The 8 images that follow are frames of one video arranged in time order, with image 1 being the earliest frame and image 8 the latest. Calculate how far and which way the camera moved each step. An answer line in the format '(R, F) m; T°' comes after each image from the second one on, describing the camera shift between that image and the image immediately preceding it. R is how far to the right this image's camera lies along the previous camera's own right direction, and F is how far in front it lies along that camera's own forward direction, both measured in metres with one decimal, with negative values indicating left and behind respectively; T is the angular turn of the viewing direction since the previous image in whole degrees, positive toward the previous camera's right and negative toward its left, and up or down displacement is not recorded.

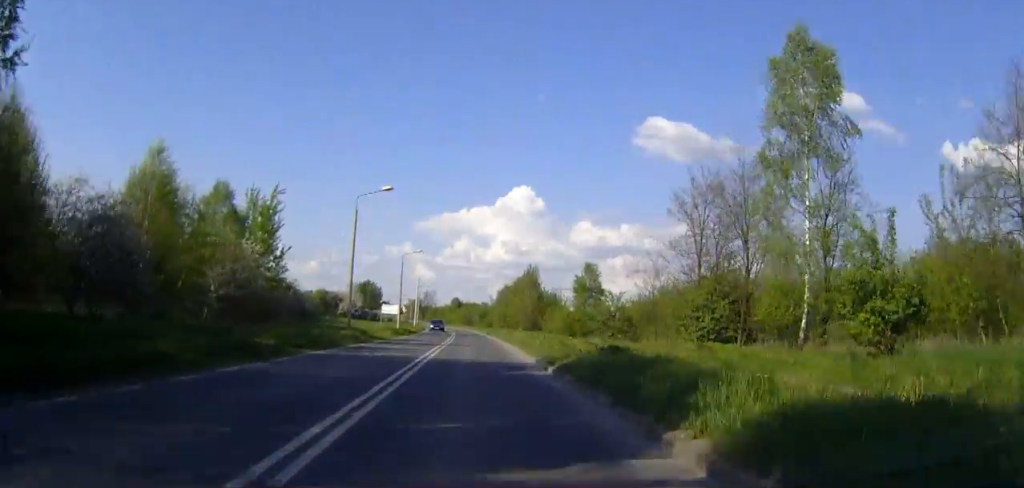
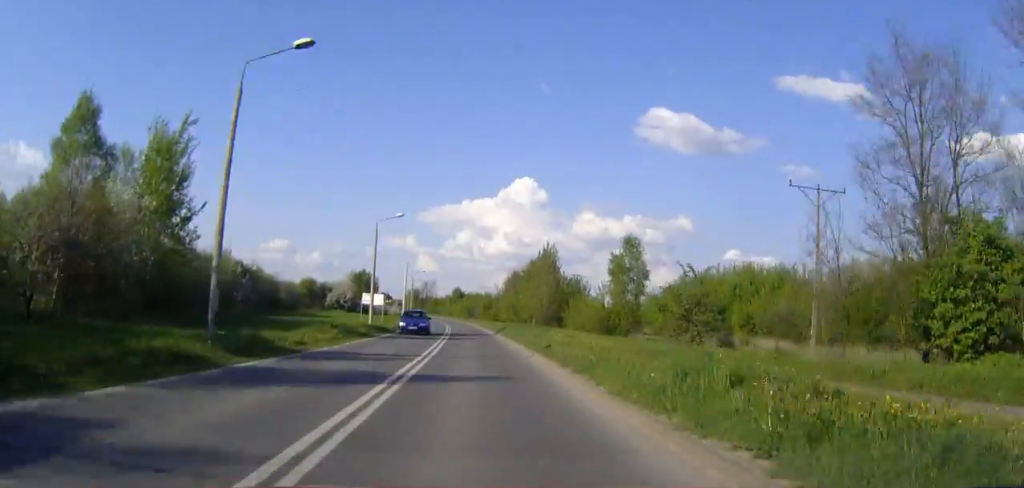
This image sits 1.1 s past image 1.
(0.0, +21.5) m; 0°
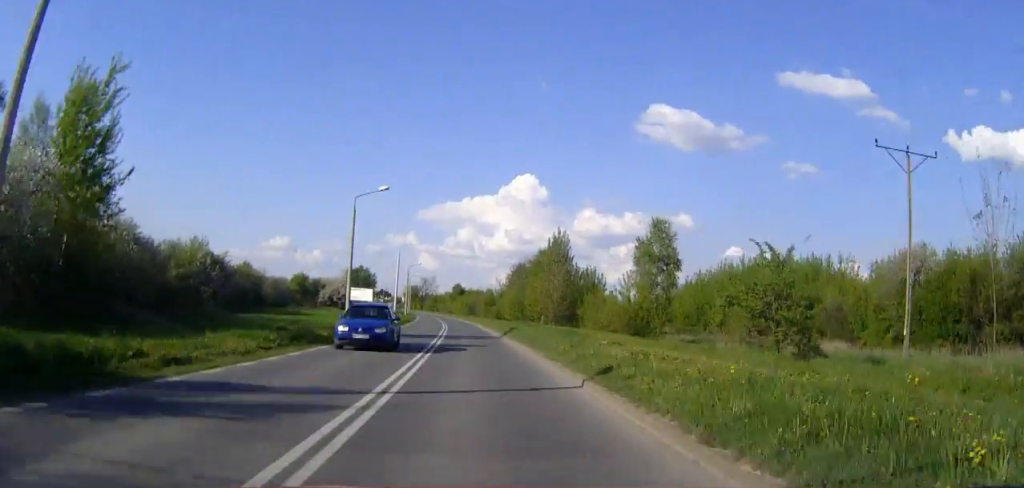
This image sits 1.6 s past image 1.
(0.0, +10.2) m; 0°
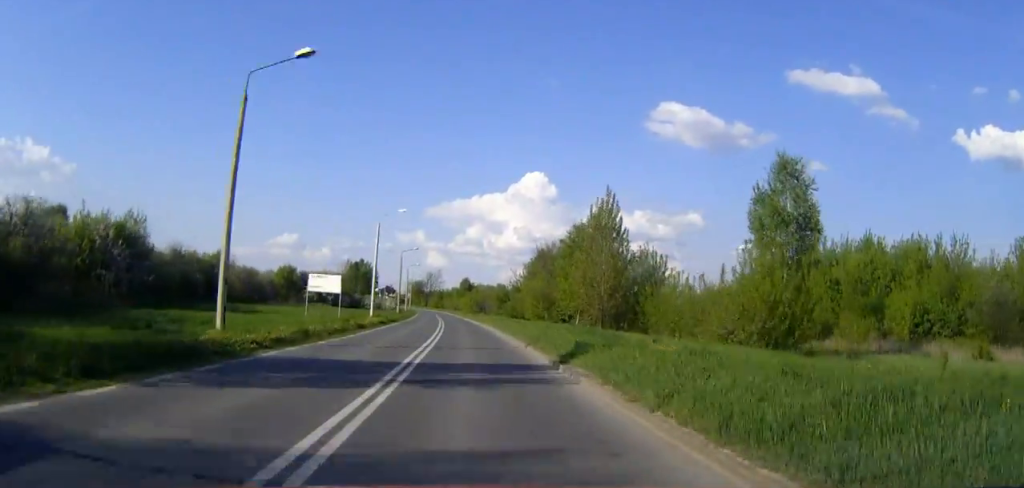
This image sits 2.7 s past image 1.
(0.0, +22.8) m; -1°
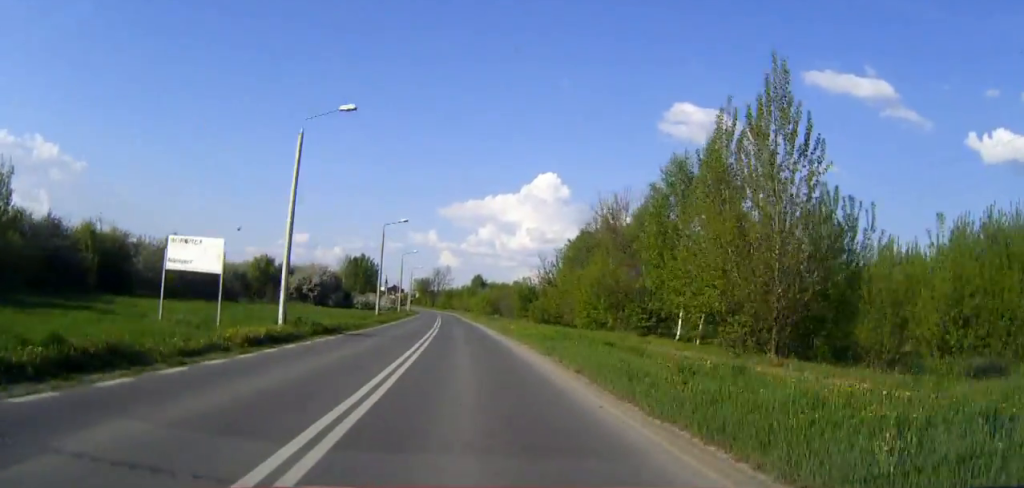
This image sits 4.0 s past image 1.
(-0.2, +28.6) m; -1°
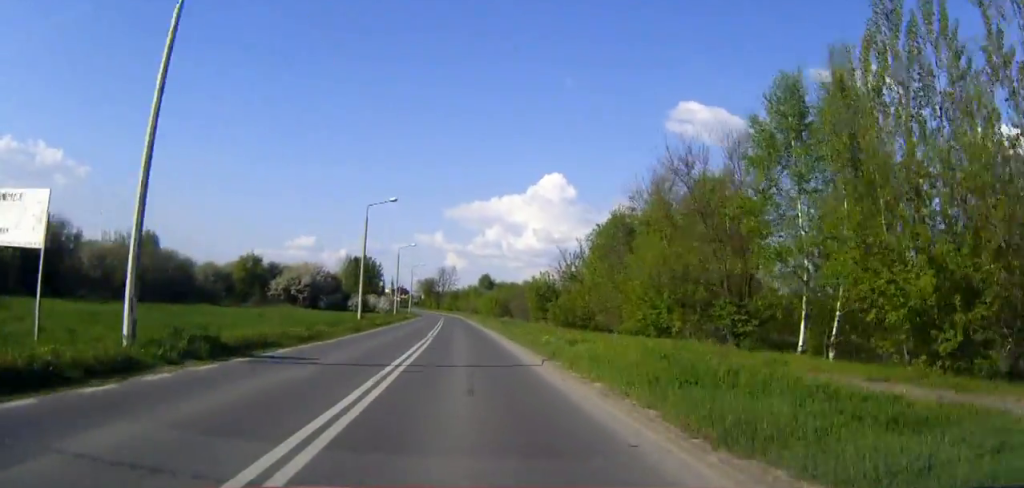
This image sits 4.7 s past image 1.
(0.0, +13.2) m; 0°
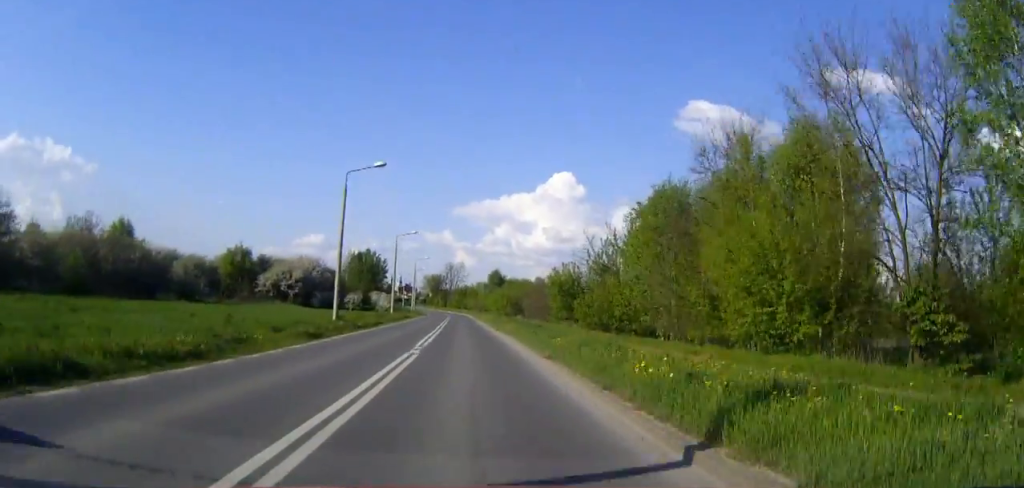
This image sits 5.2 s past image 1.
(-0.1, +11.6) m; -1°
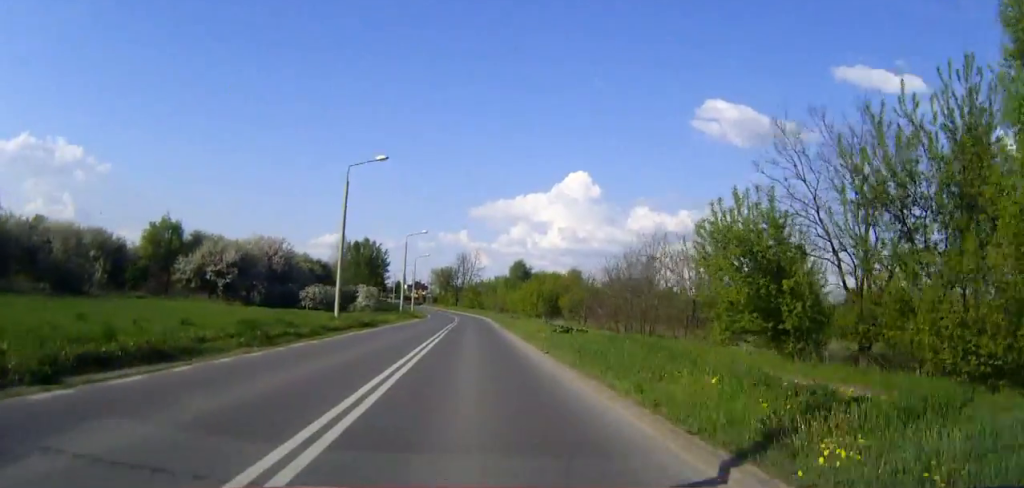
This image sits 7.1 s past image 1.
(-0.5, +36.4) m; -1°
